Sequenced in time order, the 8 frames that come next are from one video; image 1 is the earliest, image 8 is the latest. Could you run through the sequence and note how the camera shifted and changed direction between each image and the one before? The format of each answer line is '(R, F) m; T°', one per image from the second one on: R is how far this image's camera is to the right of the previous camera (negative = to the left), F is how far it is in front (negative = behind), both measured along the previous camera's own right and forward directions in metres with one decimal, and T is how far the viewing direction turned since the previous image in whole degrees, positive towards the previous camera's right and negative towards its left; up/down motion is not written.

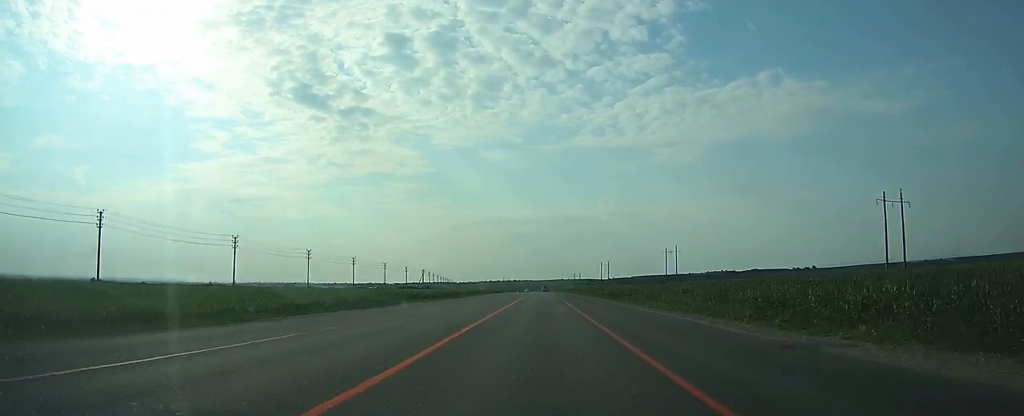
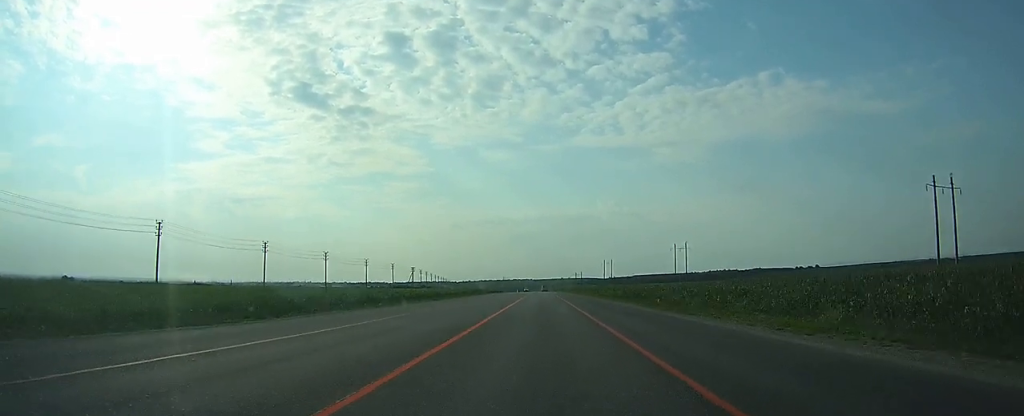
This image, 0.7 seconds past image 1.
(0.0, +19.0) m; 0°
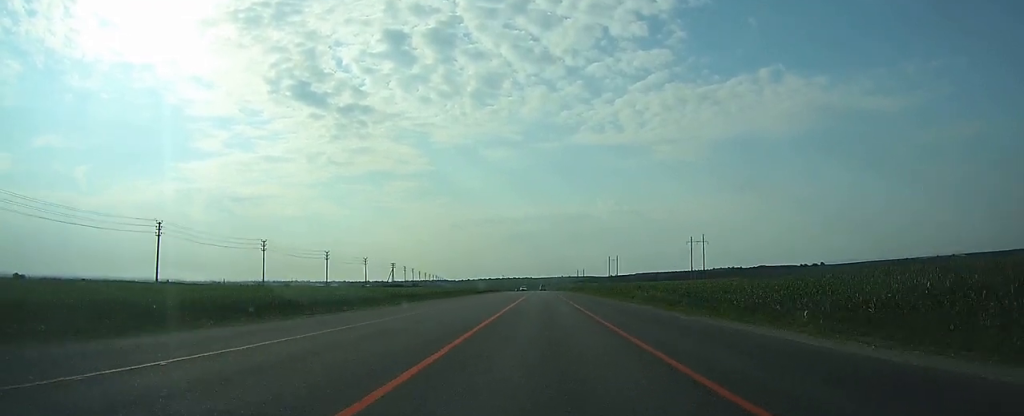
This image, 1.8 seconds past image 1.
(0.0, +29.2) m; 0°
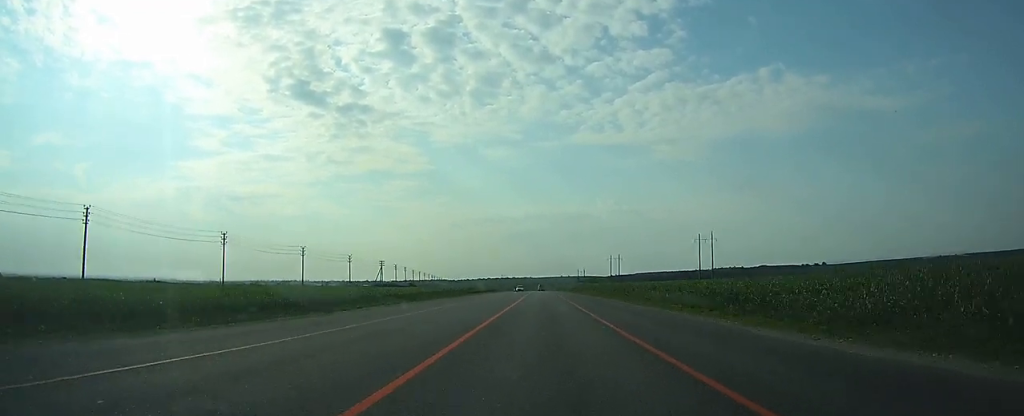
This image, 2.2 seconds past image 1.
(0.0, +12.9) m; 0°
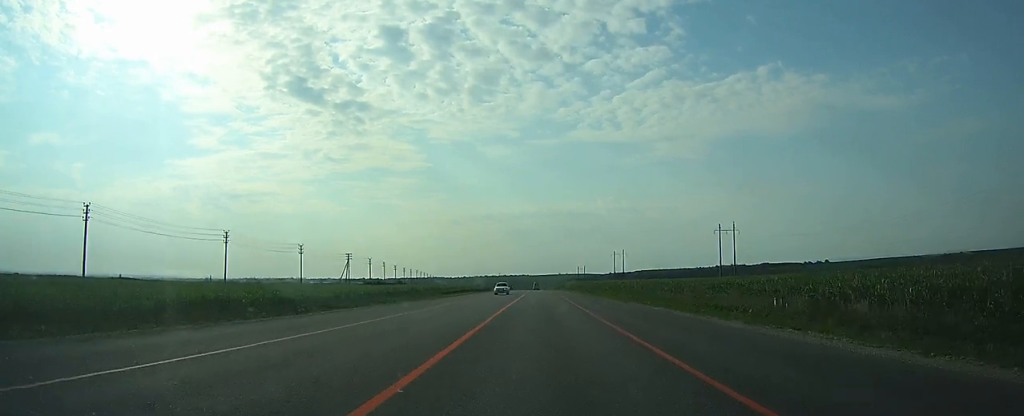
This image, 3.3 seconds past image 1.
(+0.1, +28.8) m; 0°
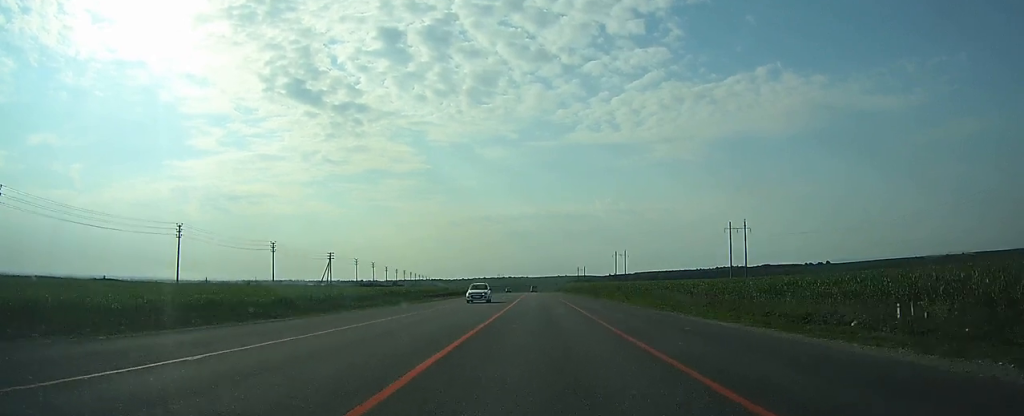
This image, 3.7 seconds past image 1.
(0.0, +12.2) m; 0°
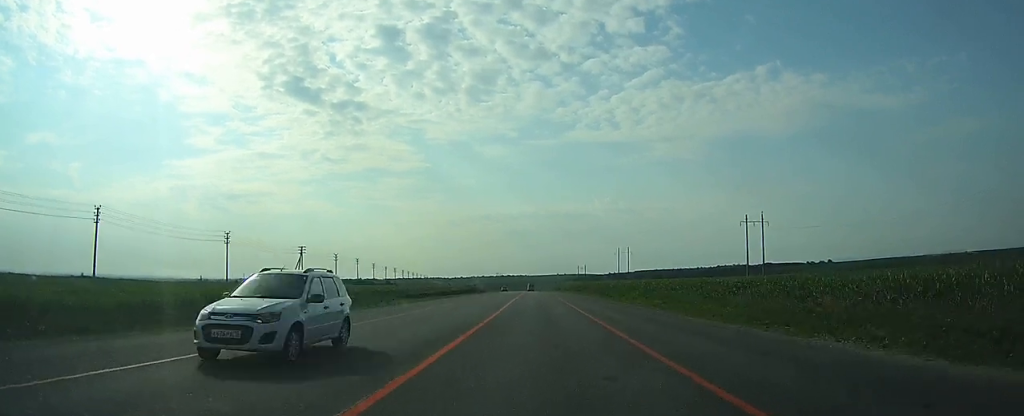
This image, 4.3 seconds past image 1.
(0.0, +16.0) m; 0°
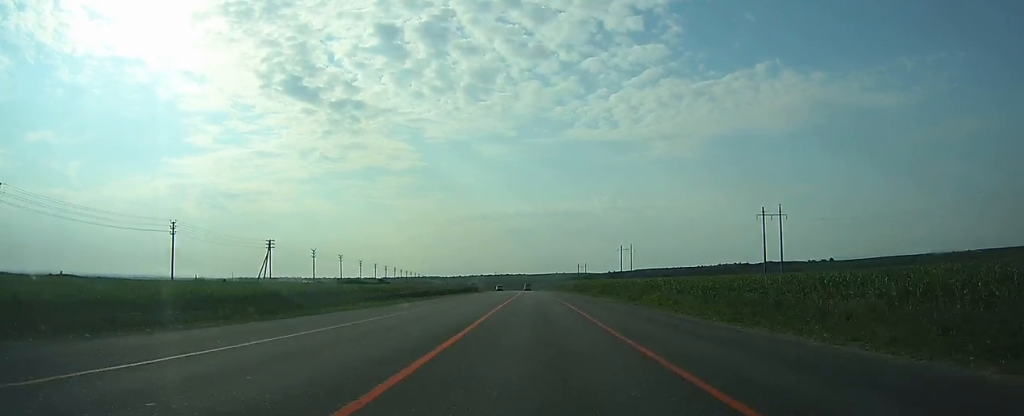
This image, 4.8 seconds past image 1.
(0.0, +14.2) m; 0°
